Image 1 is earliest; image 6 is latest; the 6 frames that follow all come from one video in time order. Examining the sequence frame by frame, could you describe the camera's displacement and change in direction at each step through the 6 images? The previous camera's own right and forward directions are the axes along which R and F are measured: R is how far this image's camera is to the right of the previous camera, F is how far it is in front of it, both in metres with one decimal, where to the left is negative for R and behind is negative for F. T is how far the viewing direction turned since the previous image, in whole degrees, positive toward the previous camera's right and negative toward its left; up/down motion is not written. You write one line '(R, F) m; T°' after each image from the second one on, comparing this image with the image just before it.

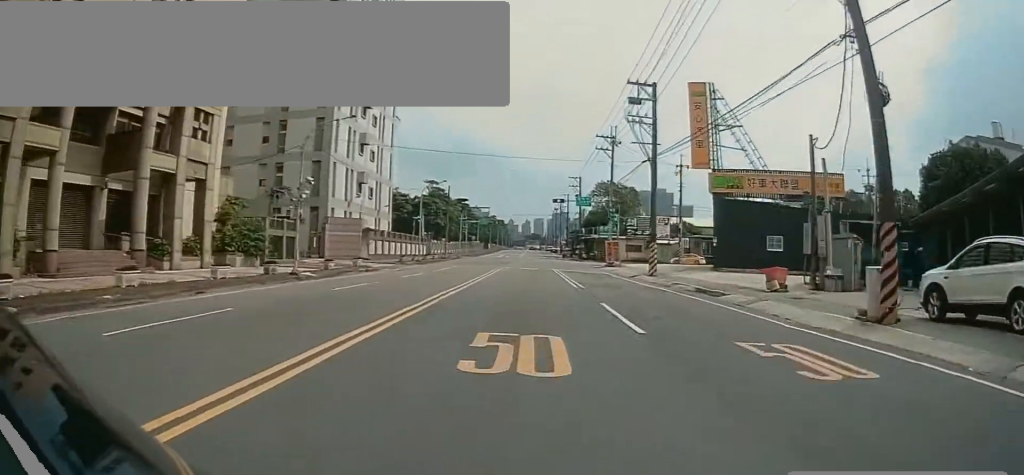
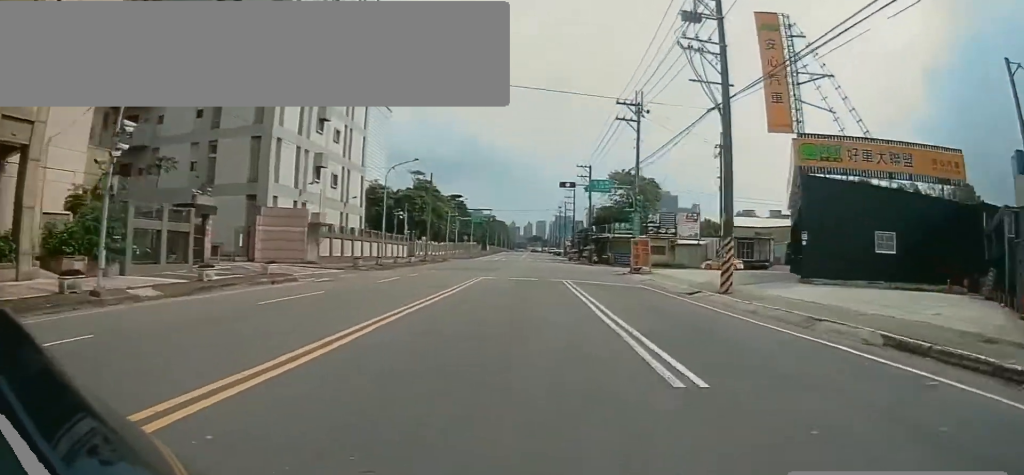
(0.0, +13.4) m; 0°
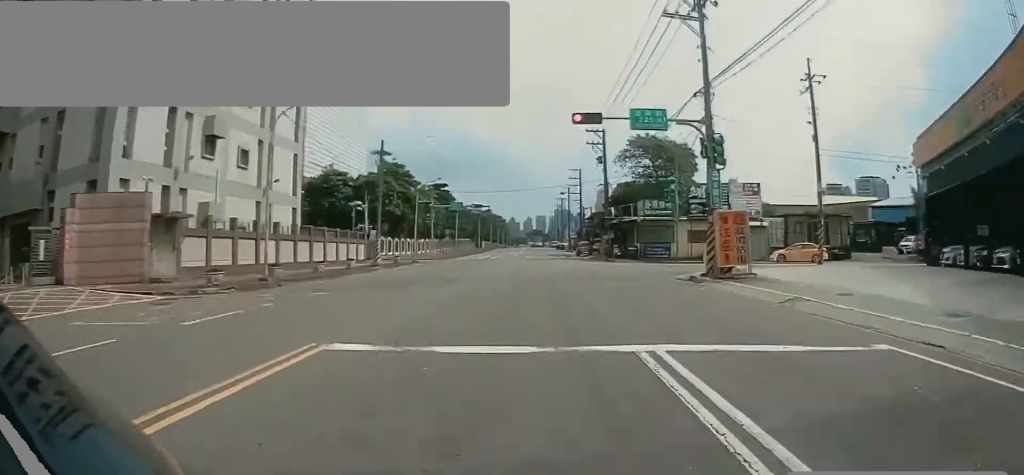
(0.0, +18.1) m; +1°
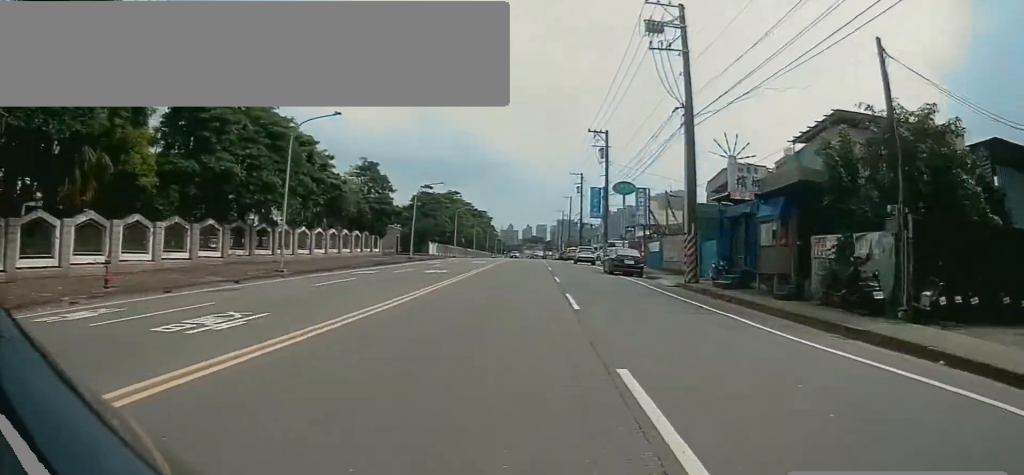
(-1.6, +81.8) m; -1°
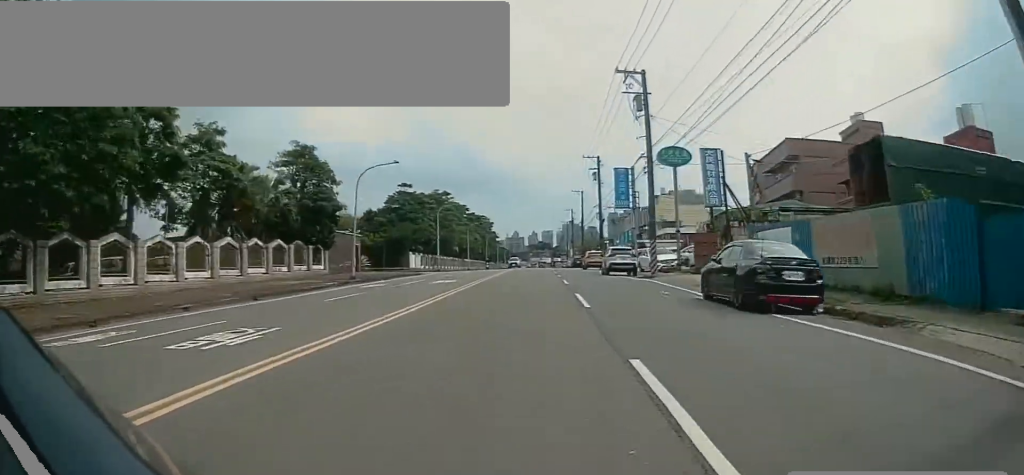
(+0.1, +18.9) m; 0°
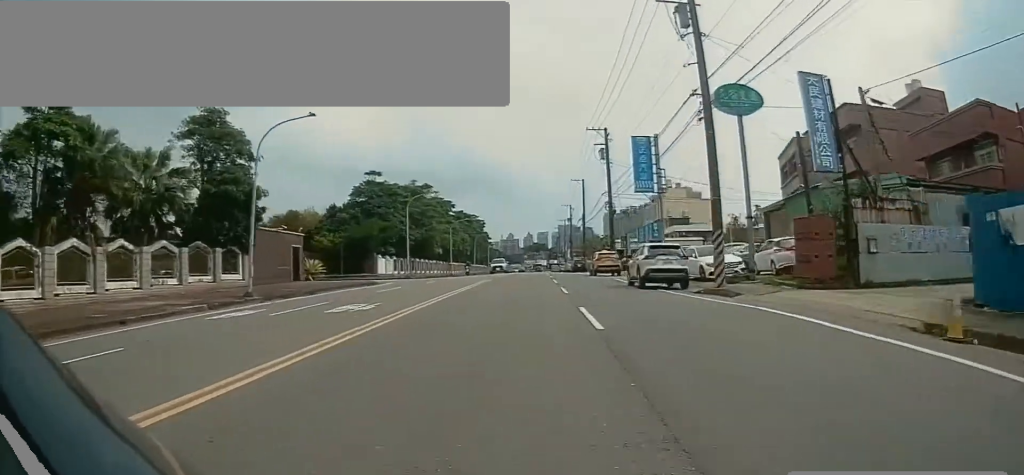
(0.0, +12.8) m; 0°
